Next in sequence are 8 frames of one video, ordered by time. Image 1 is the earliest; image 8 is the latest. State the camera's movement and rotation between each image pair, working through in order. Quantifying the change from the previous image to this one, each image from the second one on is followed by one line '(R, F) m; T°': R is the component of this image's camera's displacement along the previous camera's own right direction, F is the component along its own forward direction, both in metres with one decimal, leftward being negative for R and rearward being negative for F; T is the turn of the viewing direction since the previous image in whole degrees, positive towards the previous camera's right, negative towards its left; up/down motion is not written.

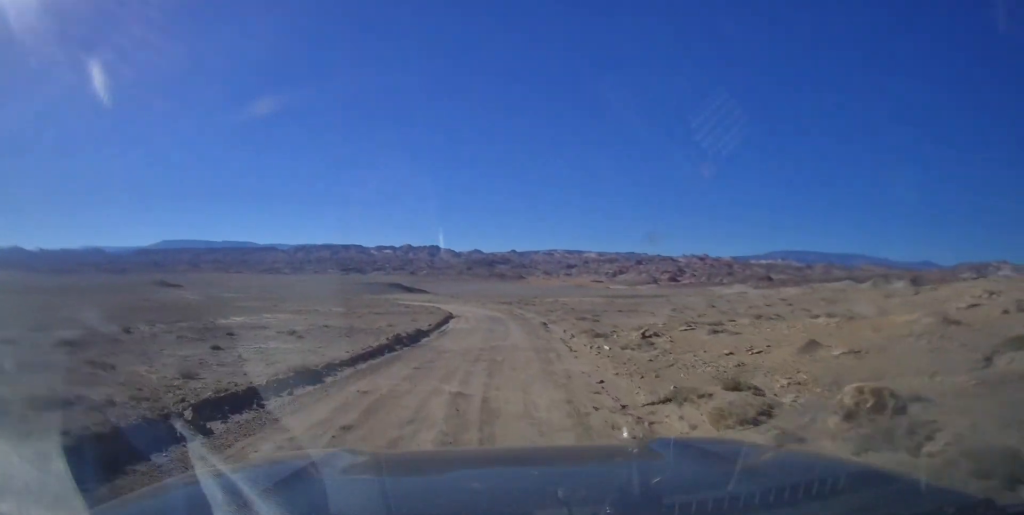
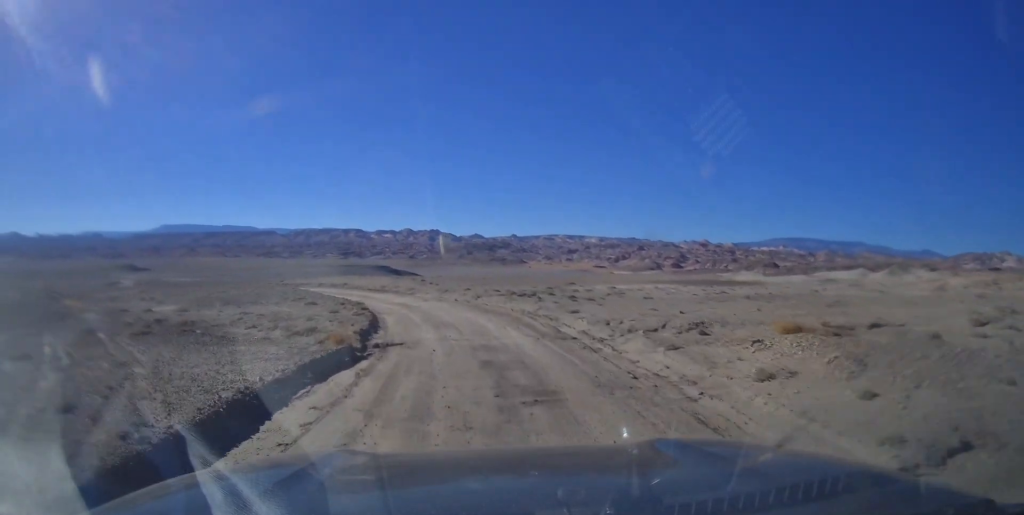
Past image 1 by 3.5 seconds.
(+7.9, +31.4) m; +17°
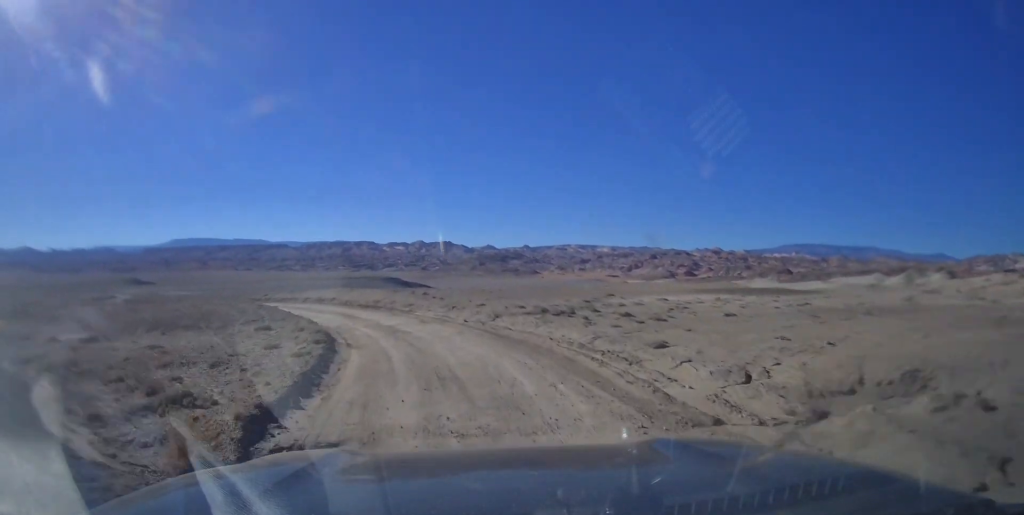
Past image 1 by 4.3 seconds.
(+0.3, +8.0) m; -1°
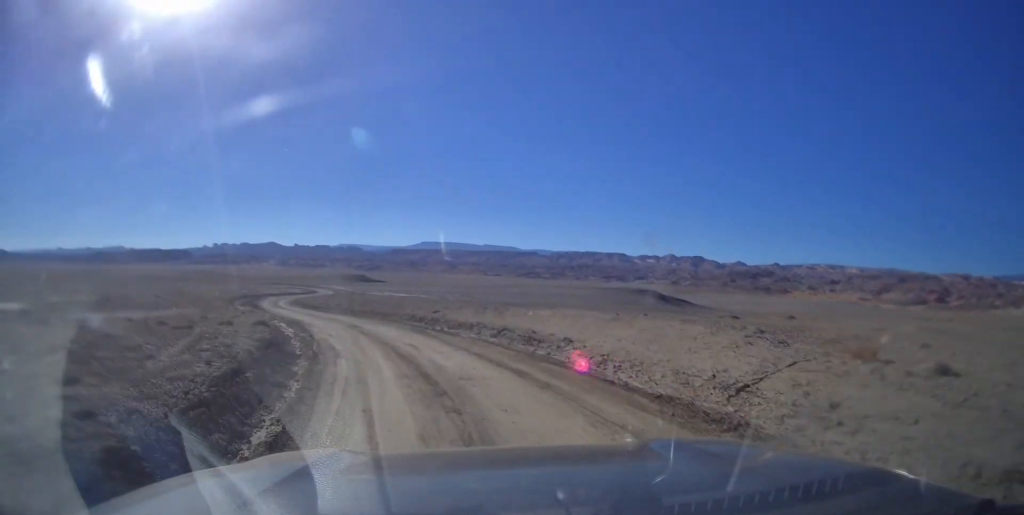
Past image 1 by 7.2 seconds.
(-1.1, +26.2) m; -15°
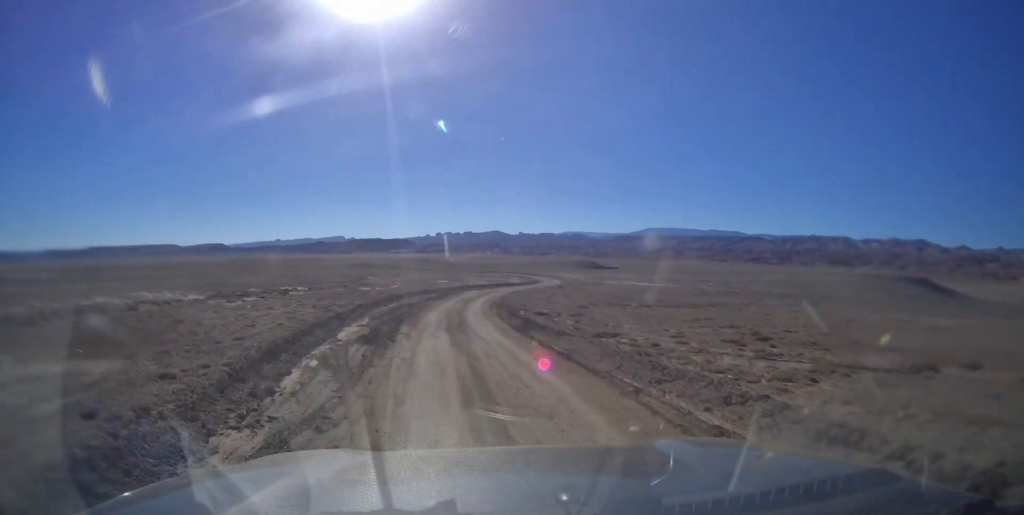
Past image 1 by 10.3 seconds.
(-6.8, +27.1) m; -19°
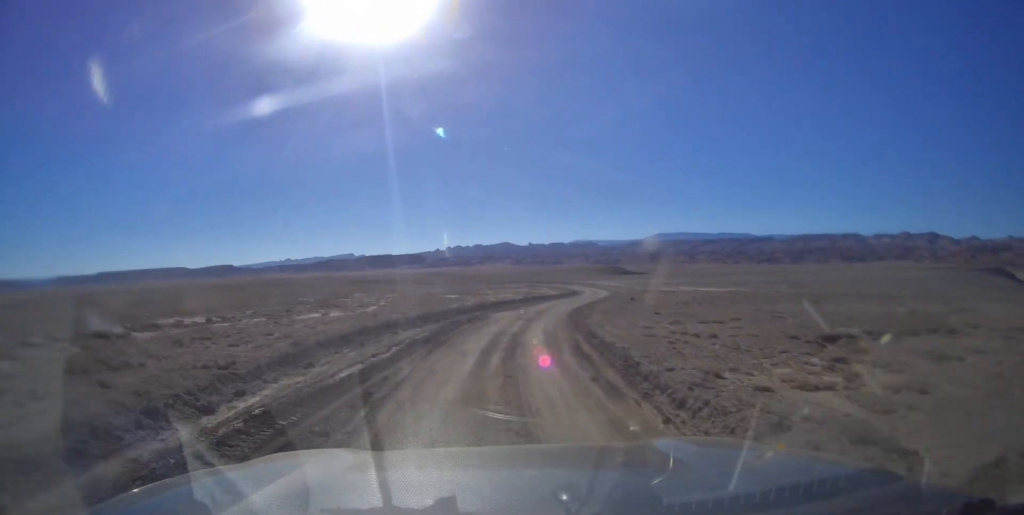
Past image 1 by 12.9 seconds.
(-1.1, +25.0) m; -5°
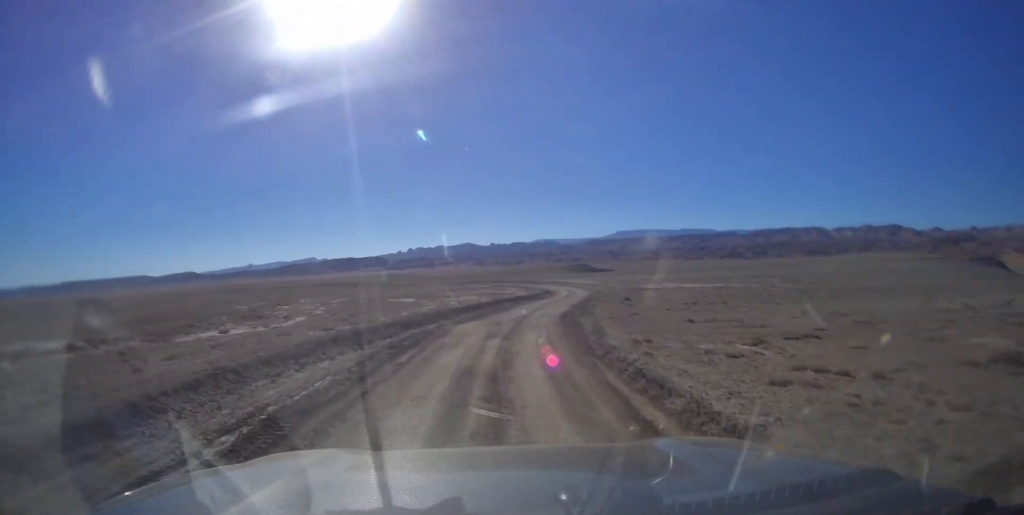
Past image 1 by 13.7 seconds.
(-0.1, +8.1) m; +1°
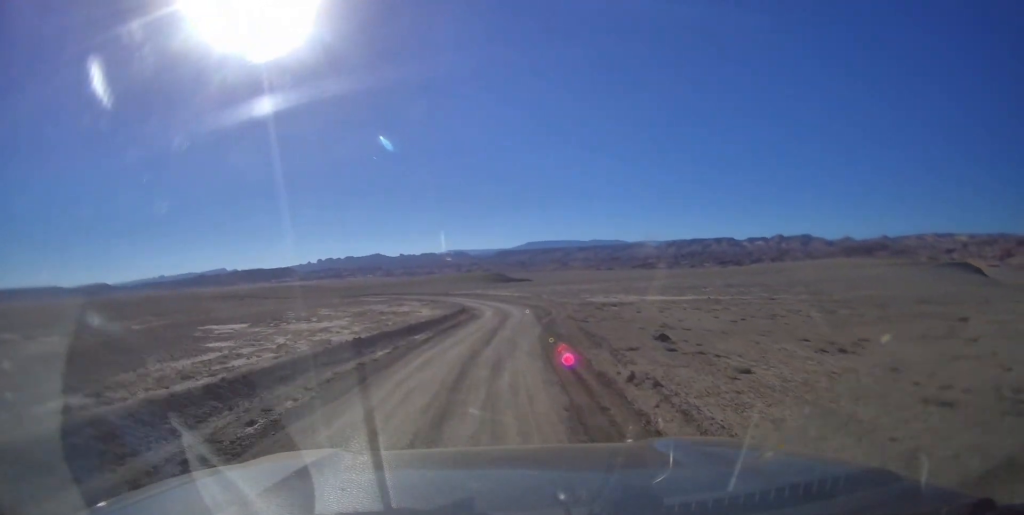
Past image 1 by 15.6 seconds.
(-0.5, +19.7) m; +6°
